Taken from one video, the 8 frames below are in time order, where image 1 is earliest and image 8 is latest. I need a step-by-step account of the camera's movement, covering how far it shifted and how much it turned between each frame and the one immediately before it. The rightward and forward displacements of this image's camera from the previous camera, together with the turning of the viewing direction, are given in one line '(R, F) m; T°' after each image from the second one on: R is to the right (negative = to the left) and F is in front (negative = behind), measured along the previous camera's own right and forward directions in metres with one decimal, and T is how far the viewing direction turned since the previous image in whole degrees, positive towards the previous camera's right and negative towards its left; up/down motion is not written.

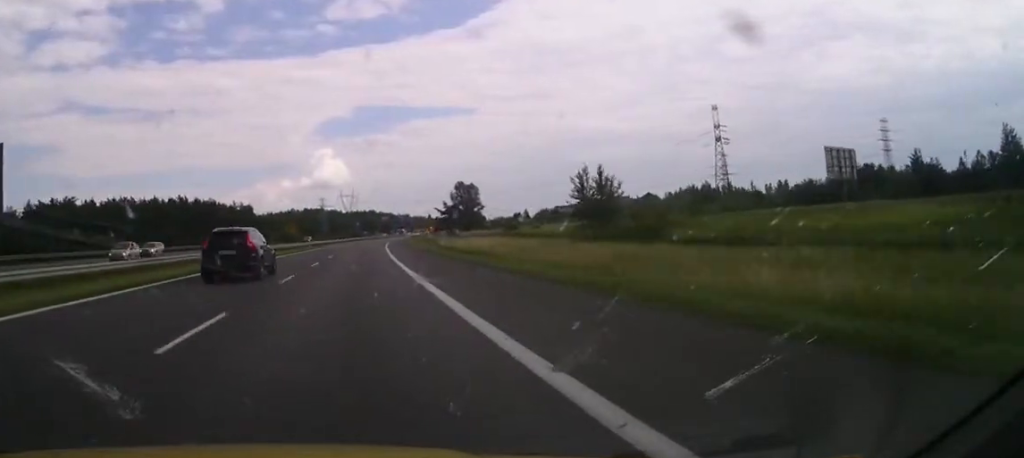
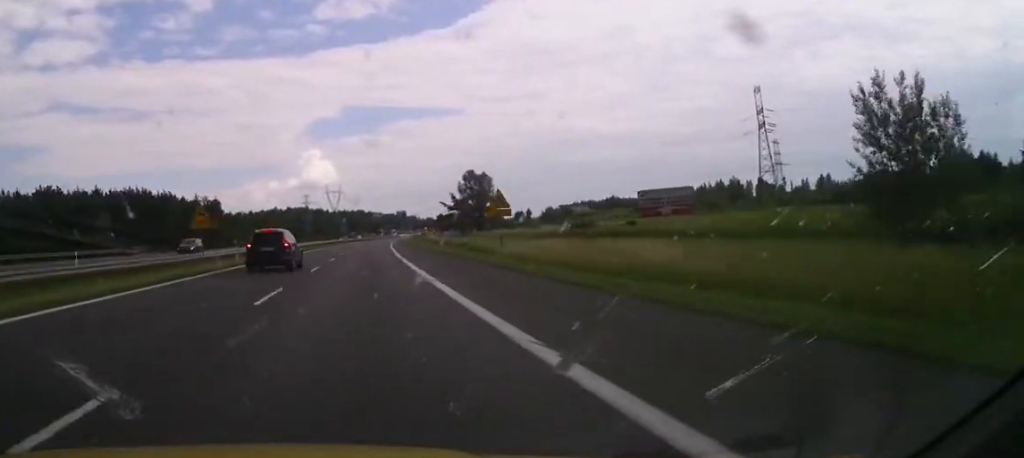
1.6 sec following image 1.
(+1.2, +43.3) m; +2°
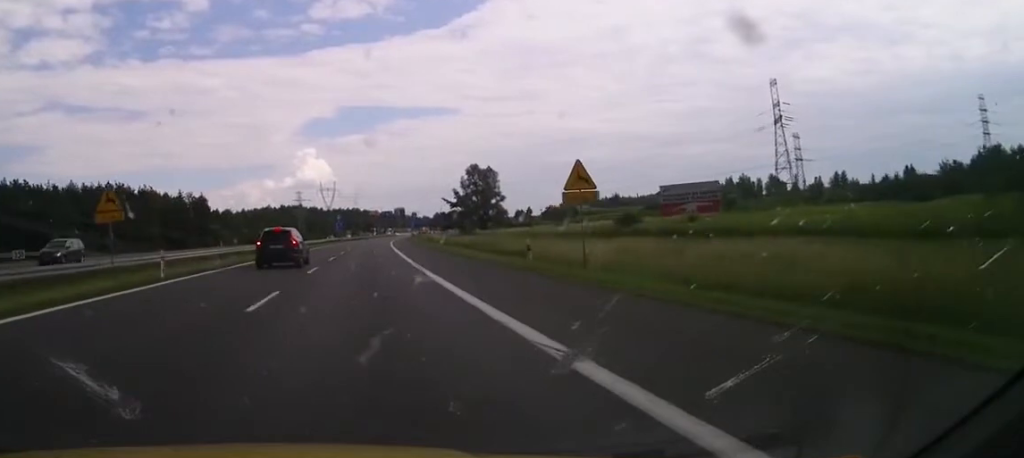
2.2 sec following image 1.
(0.0, +14.0) m; 0°
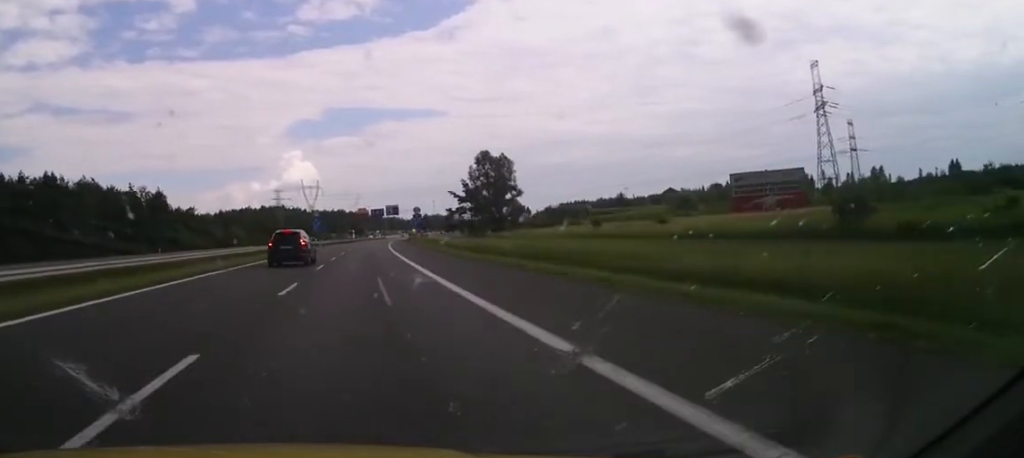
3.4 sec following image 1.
(+0.2, +33.3) m; +1°
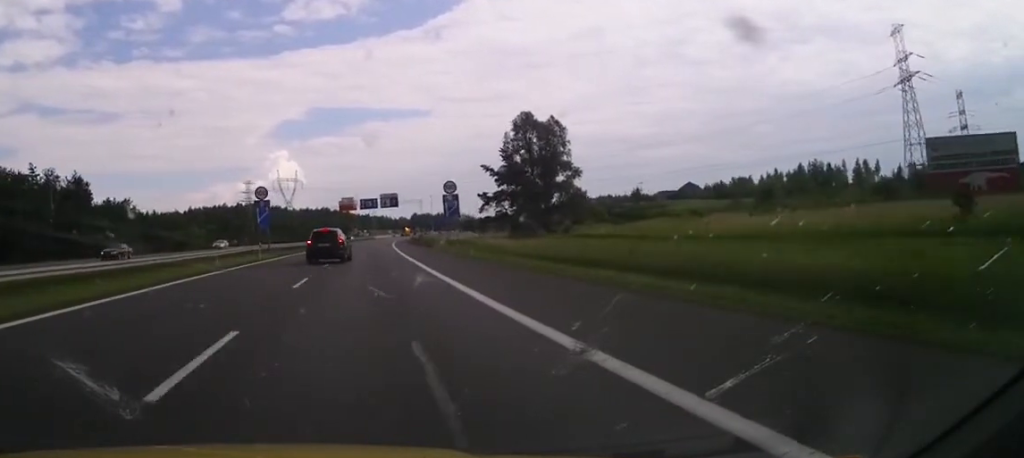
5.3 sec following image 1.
(+0.6, +47.1) m; +1°
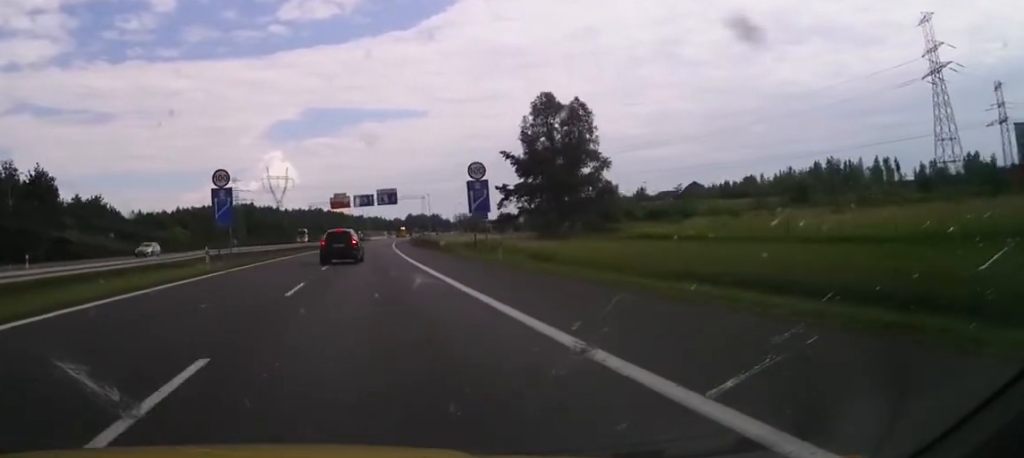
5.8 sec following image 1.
(0.0, +14.4) m; +1°
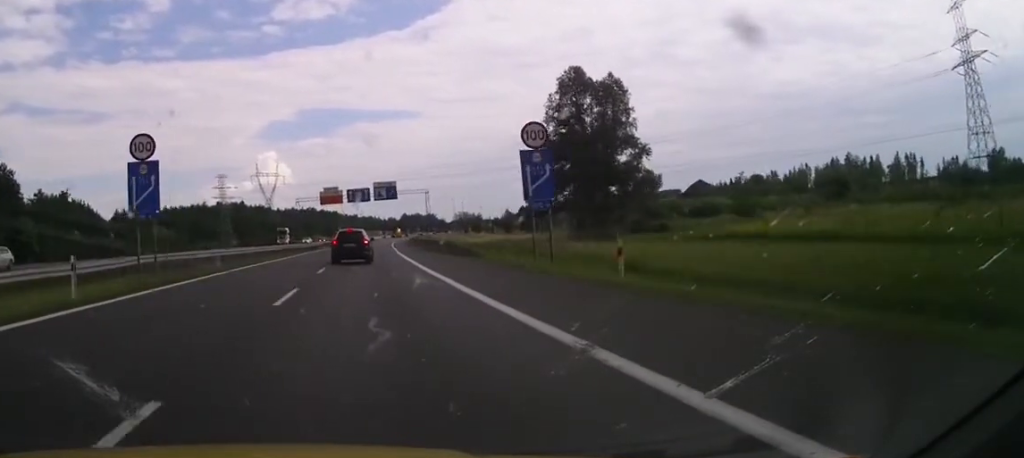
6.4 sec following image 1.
(0.0, +14.3) m; +1°
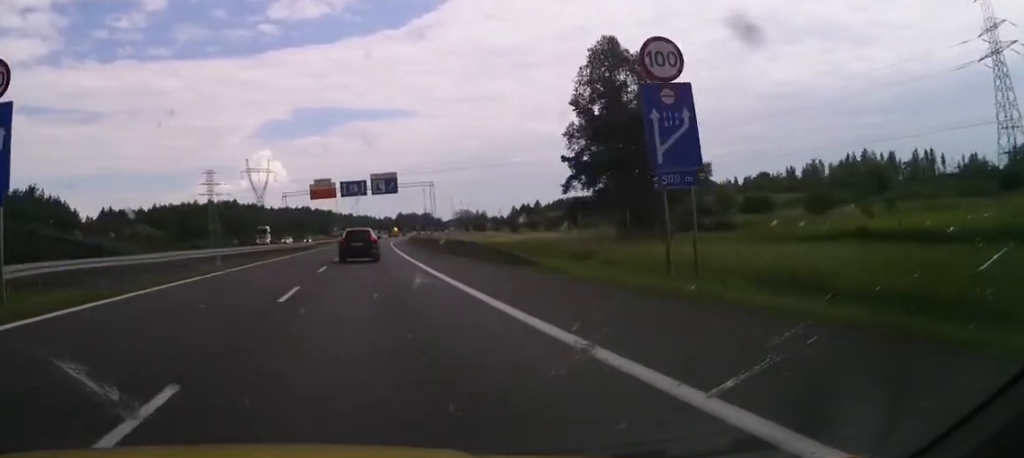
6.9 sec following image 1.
(+0.3, +11.7) m; 0°
